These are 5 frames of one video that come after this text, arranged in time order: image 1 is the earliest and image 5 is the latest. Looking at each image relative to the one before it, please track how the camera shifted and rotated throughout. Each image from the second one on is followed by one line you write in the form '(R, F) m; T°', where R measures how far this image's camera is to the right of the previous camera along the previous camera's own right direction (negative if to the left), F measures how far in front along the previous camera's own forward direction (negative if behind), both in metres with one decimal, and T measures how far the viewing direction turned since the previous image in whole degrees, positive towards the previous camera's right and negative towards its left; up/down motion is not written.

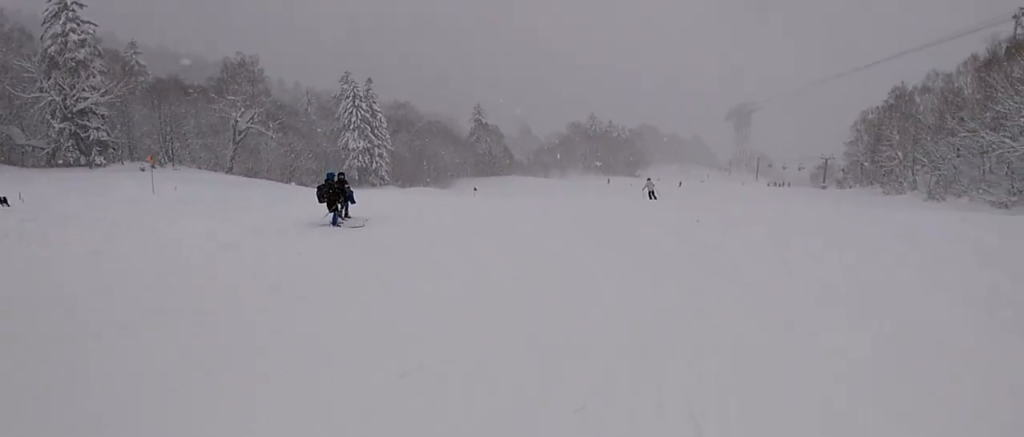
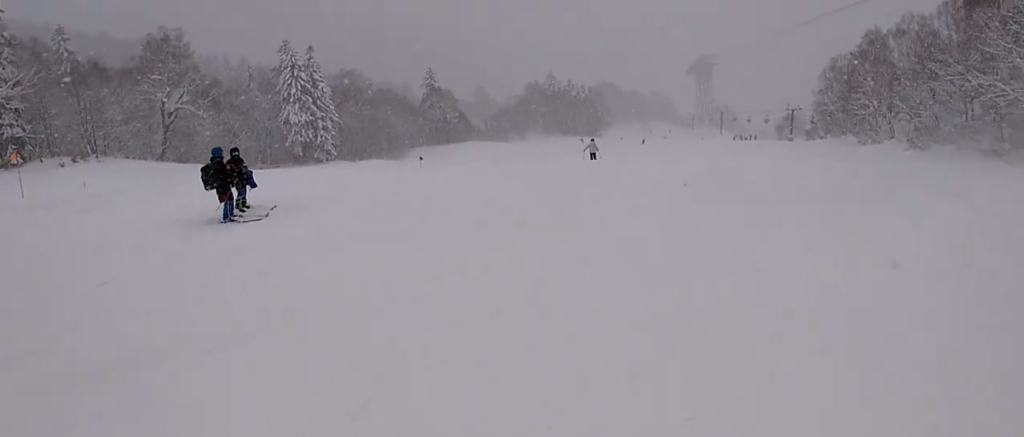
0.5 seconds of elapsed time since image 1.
(+0.6, +4.0) m; +4°
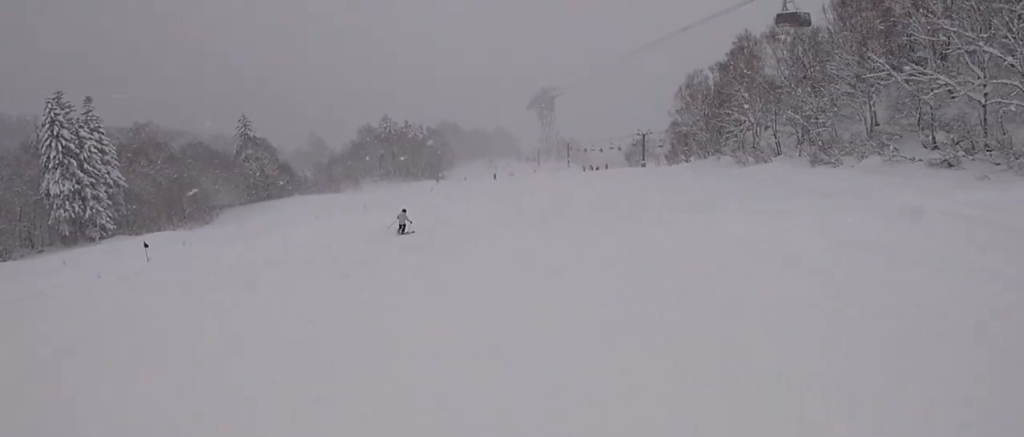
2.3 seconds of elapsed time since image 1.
(+0.4, +14.2) m; +3°
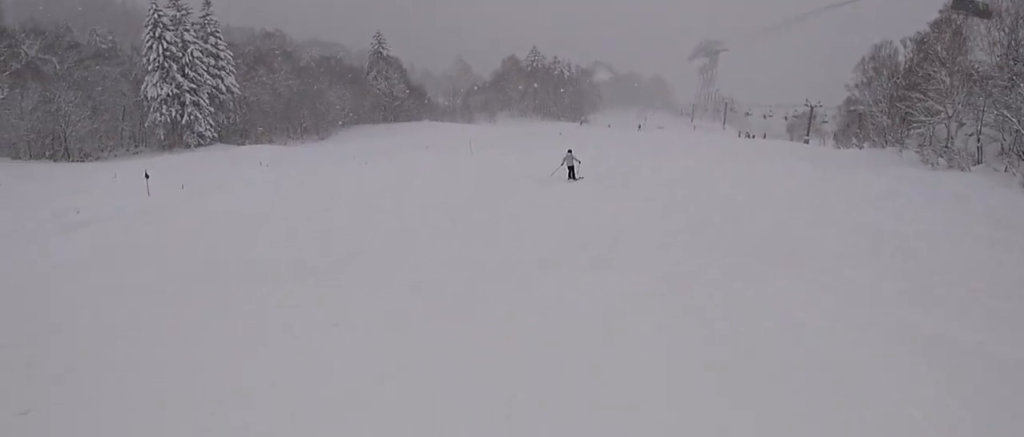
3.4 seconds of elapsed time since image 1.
(+0.2, +8.9) m; -1°
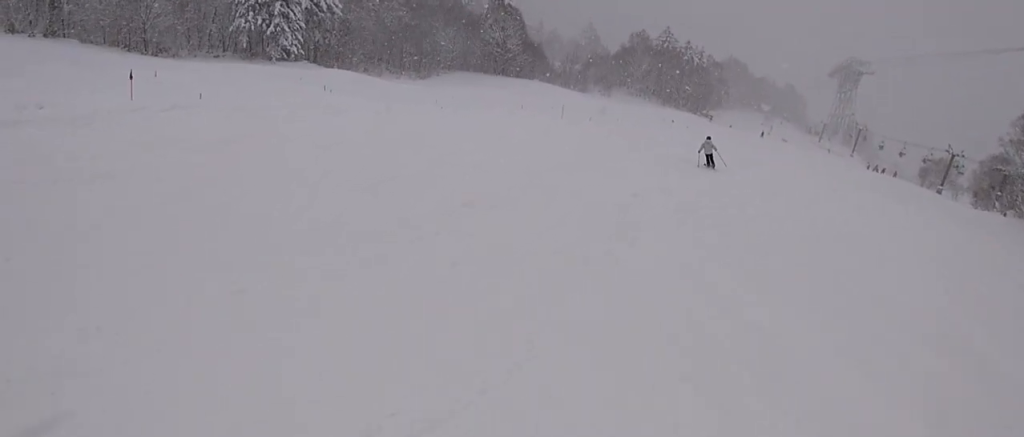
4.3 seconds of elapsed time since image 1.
(-0.2, +6.8) m; -6°
